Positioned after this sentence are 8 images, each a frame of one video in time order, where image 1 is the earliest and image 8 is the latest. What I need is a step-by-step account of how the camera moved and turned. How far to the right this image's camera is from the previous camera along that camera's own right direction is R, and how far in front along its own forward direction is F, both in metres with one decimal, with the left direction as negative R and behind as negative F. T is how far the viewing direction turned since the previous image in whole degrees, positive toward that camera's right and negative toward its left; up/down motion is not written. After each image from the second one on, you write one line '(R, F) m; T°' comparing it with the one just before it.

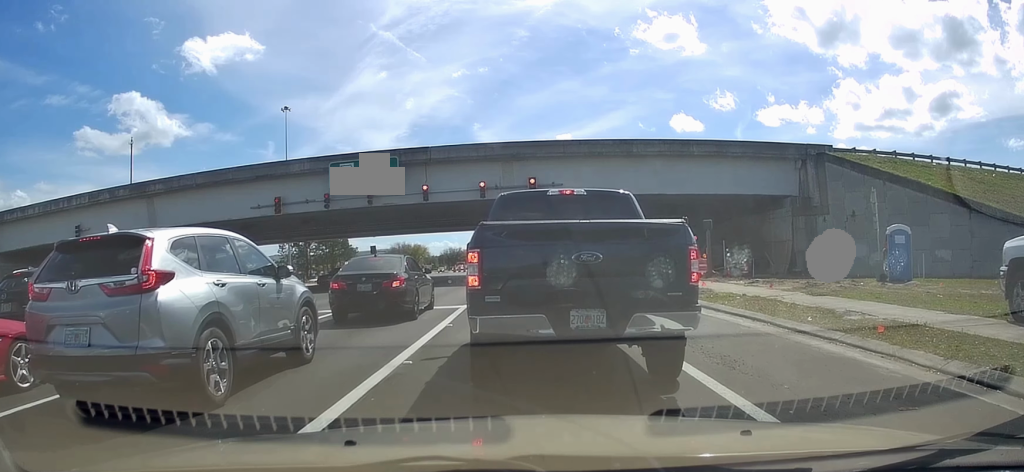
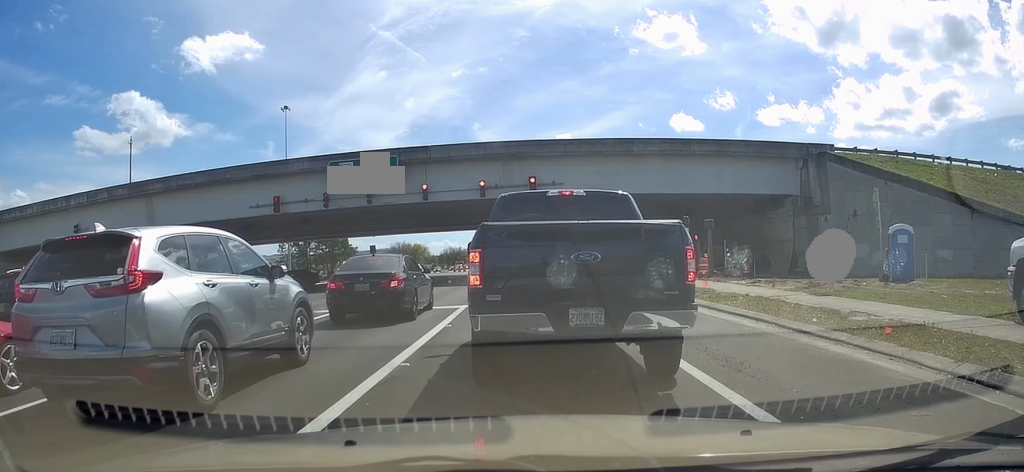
(0.0, 0.0) m; 0°
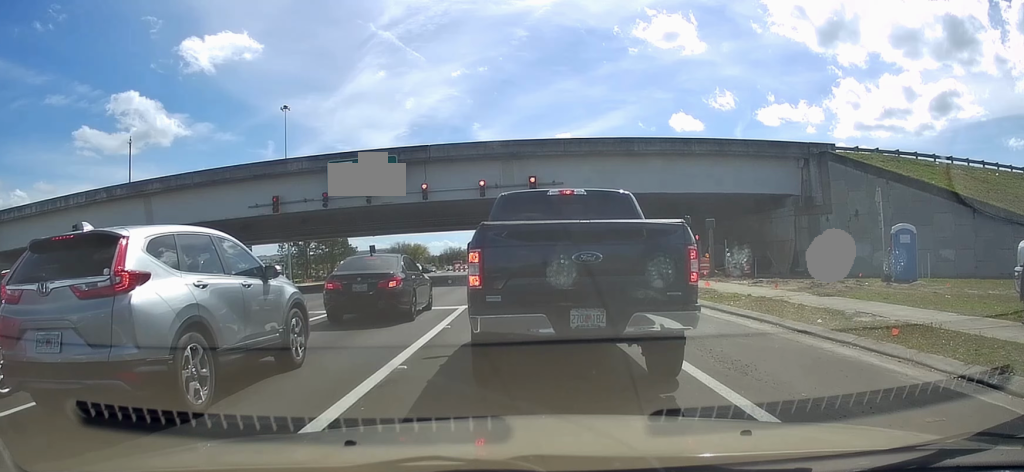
(0.0, 0.0) m; 0°
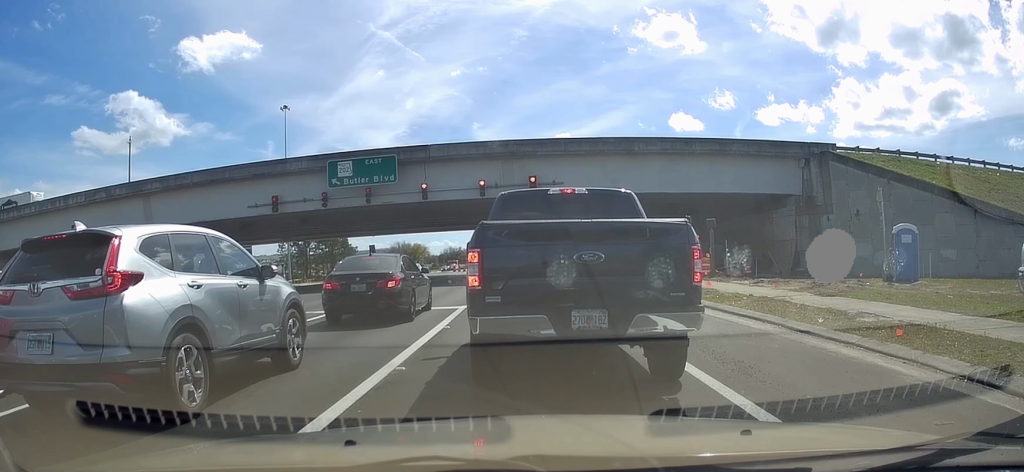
(0.0, 0.0) m; 0°
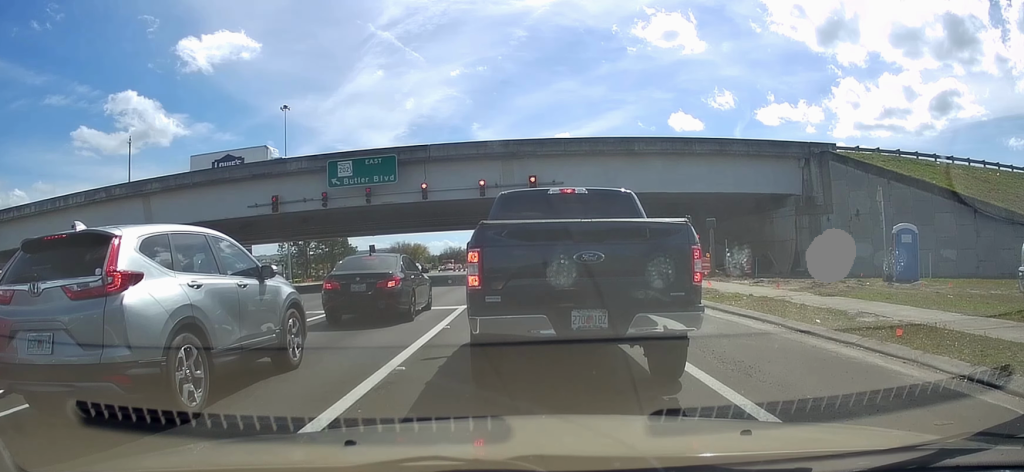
(0.0, 0.0) m; 0°
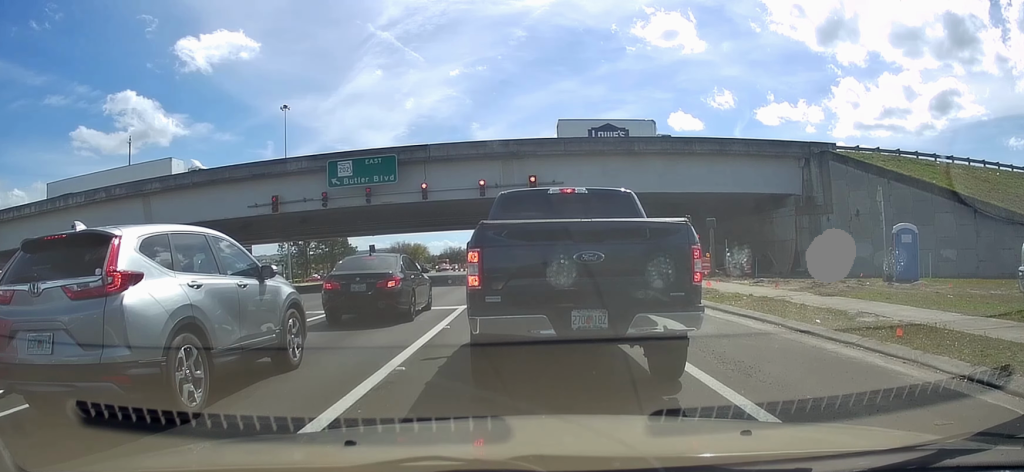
(0.0, 0.0) m; 0°
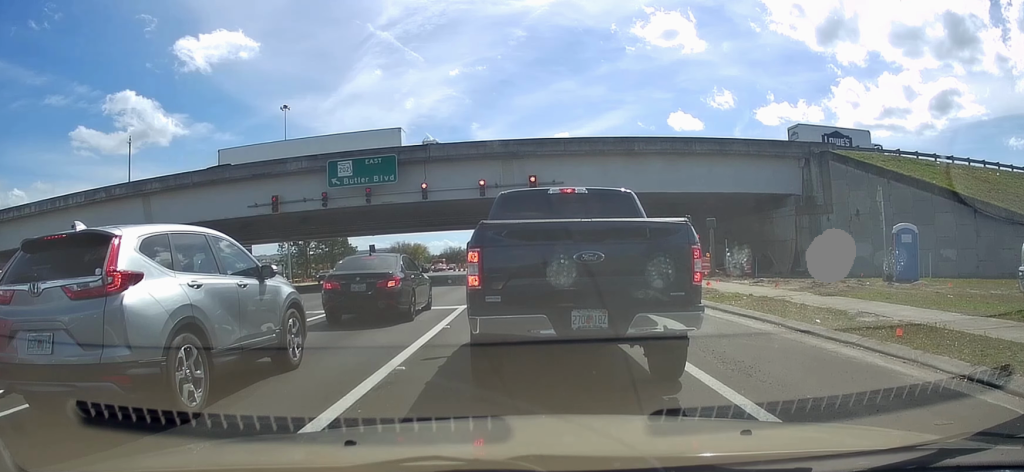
(0.0, 0.0) m; 0°
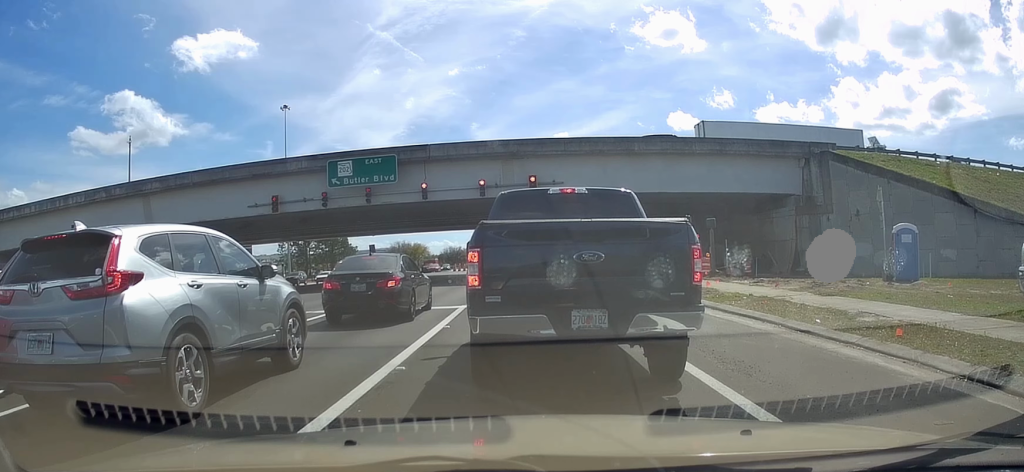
(0.0, 0.0) m; 0°
